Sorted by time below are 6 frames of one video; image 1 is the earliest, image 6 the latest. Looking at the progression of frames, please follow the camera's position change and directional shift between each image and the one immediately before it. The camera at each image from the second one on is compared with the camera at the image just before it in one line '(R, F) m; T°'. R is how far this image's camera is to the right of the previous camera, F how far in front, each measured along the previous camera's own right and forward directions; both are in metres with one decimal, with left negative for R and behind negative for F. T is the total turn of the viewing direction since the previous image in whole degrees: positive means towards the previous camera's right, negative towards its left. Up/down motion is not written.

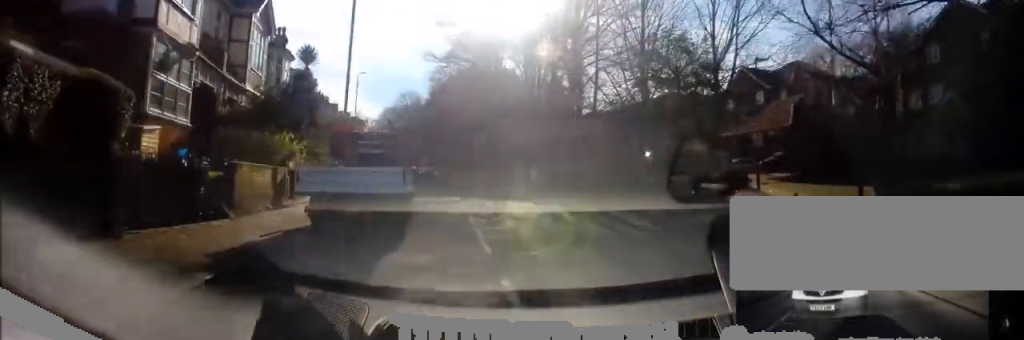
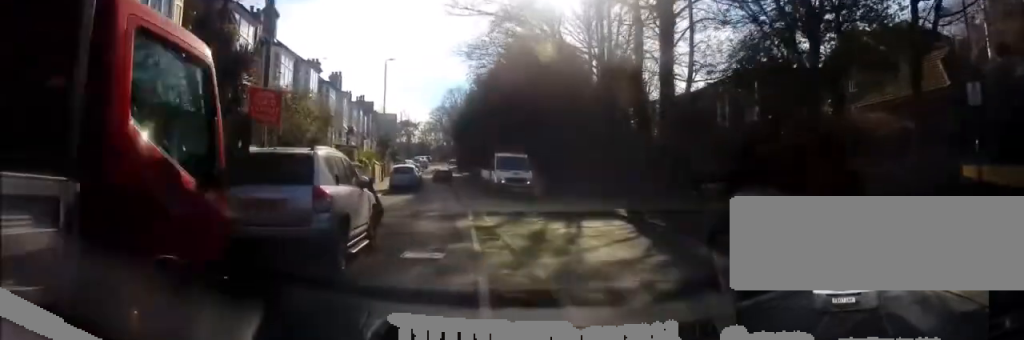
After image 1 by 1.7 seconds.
(-0.6, +11.1) m; -3°
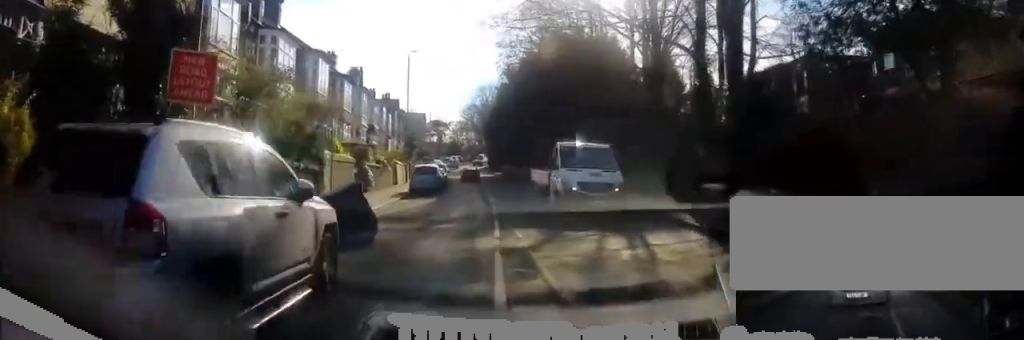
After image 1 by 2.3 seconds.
(0.0, +3.9) m; -1°
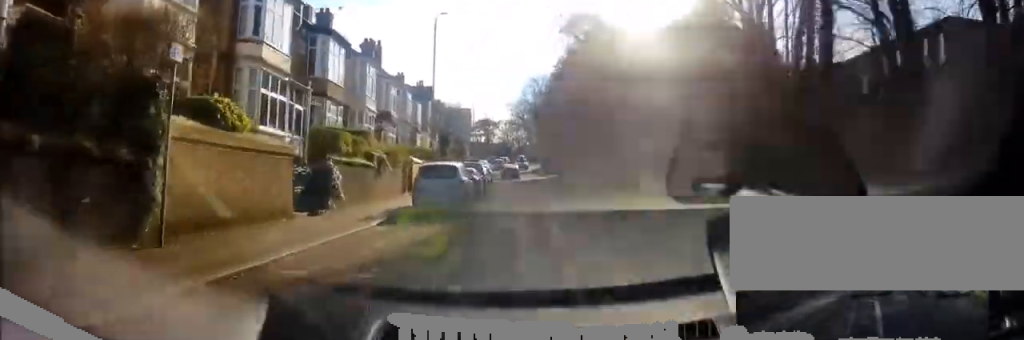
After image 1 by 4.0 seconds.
(-0.6, +11.4) m; -5°
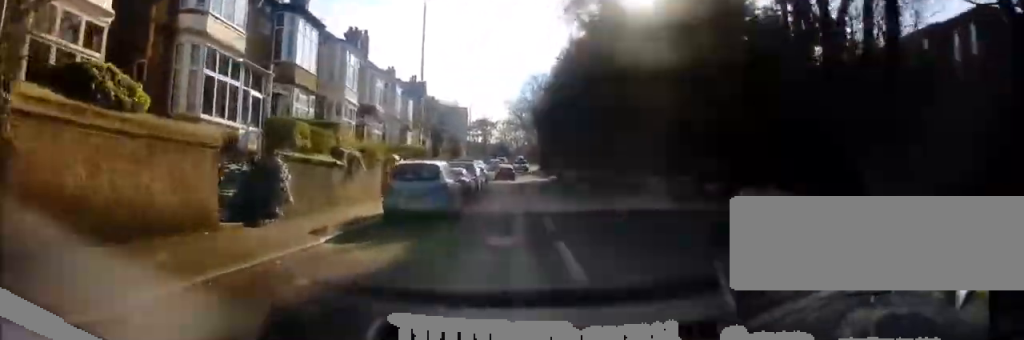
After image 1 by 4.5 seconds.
(0.0, +3.3) m; 0°
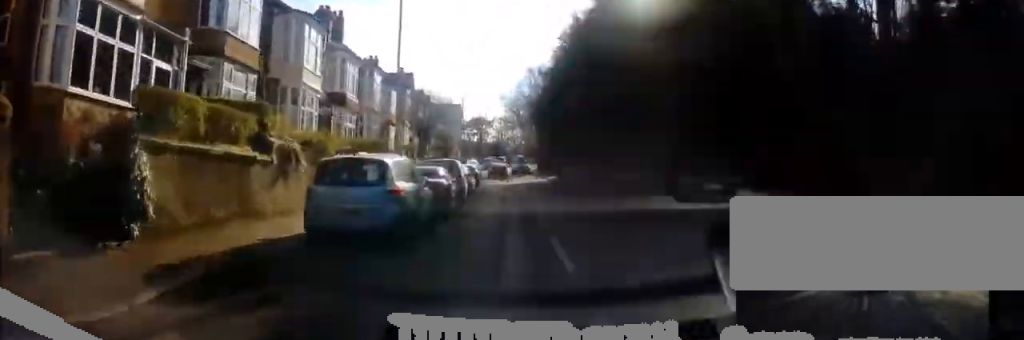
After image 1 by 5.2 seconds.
(0.0, +4.9) m; -2°
